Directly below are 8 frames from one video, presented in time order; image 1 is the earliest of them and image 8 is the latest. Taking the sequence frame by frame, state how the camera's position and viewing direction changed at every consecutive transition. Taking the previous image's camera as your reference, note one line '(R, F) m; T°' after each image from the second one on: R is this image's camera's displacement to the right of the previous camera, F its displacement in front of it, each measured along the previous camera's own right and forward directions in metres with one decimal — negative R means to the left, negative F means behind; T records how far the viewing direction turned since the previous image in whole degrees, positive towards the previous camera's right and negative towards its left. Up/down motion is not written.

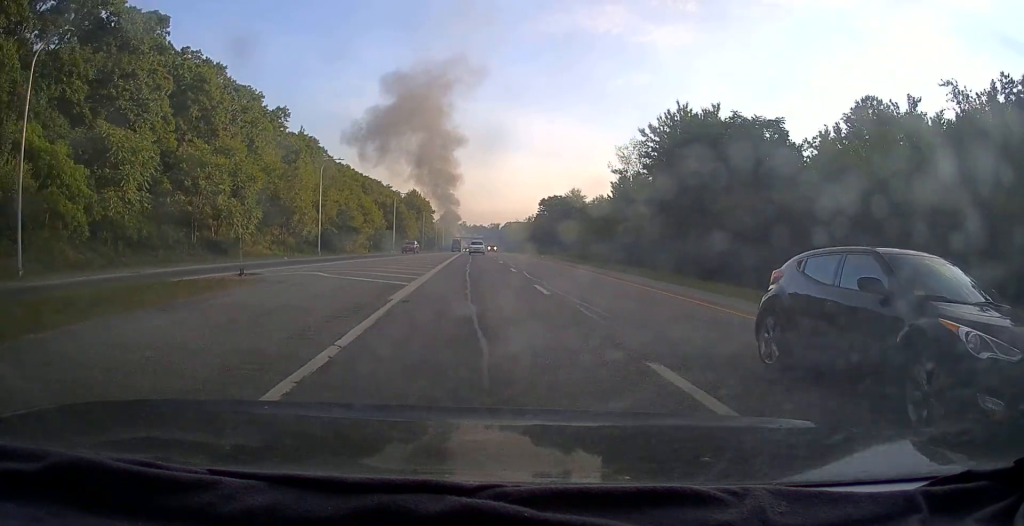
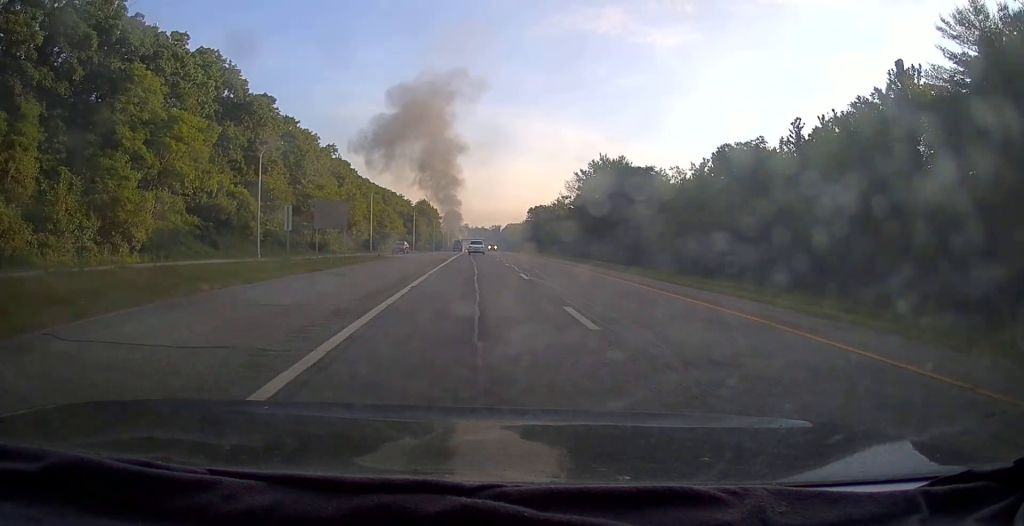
(0.0, +29.9) m; 0°
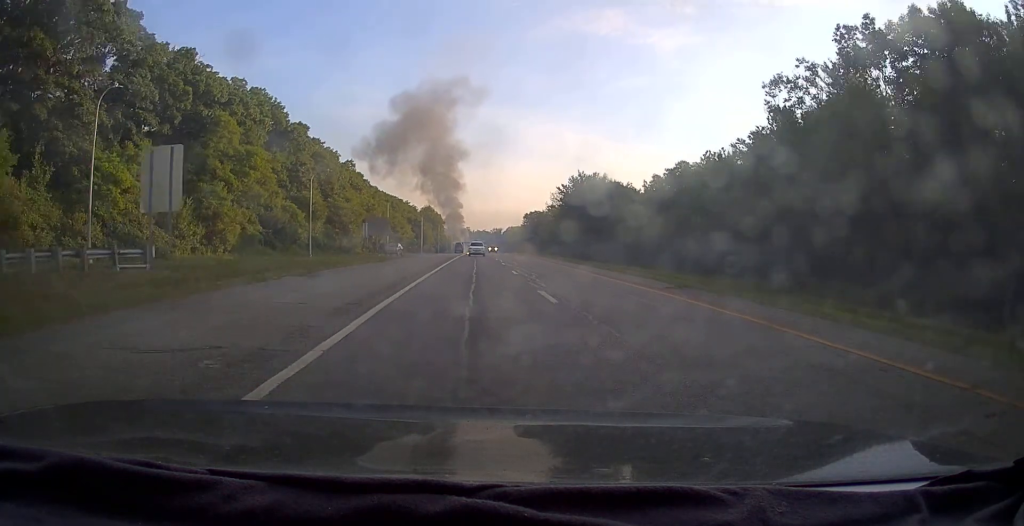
(0.0, +16.4) m; 0°
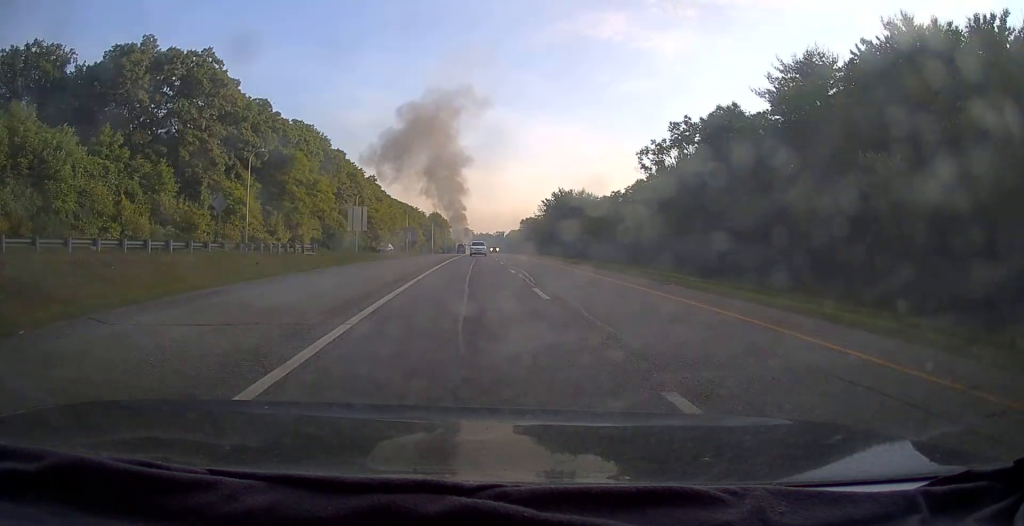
(-0.1, +24.9) m; -1°
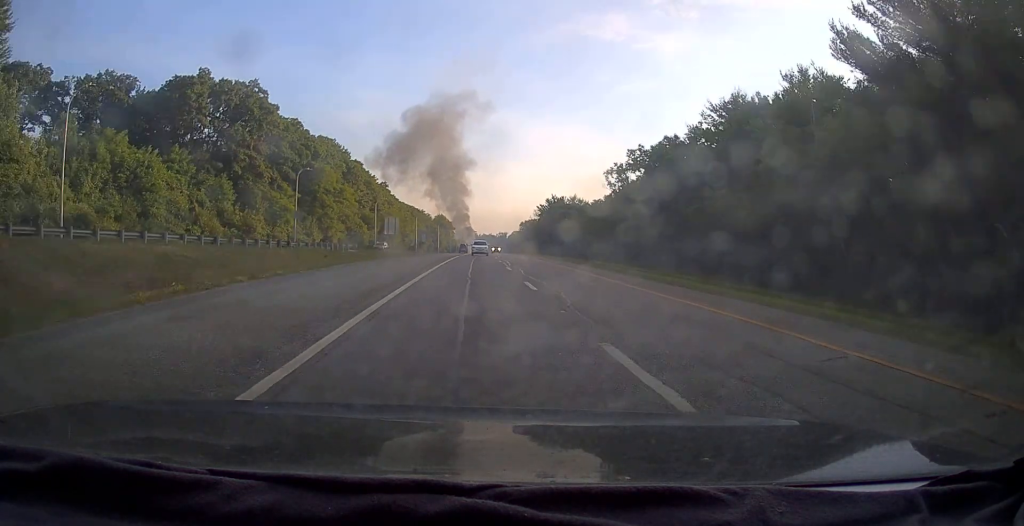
(-0.1, +14.8) m; 0°
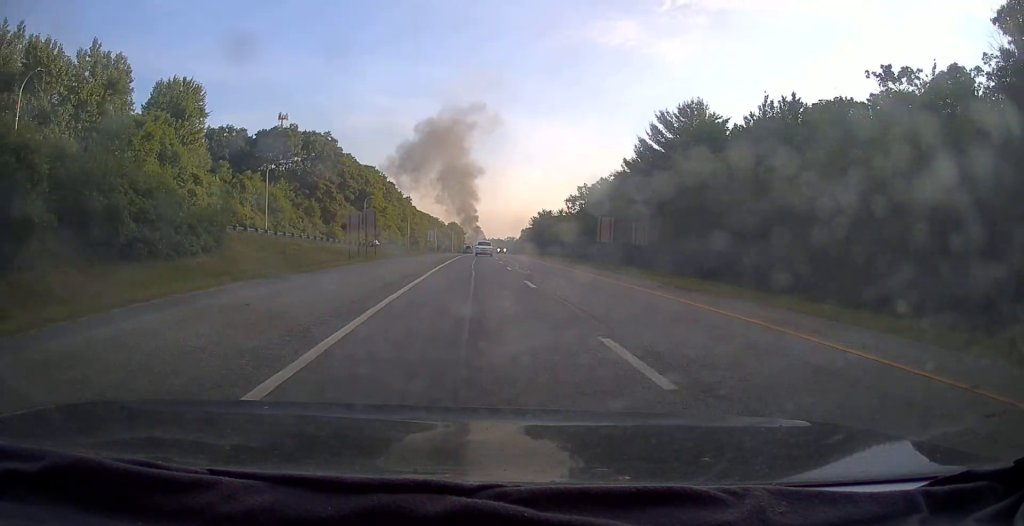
(+0.2, +37.4) m; 0°
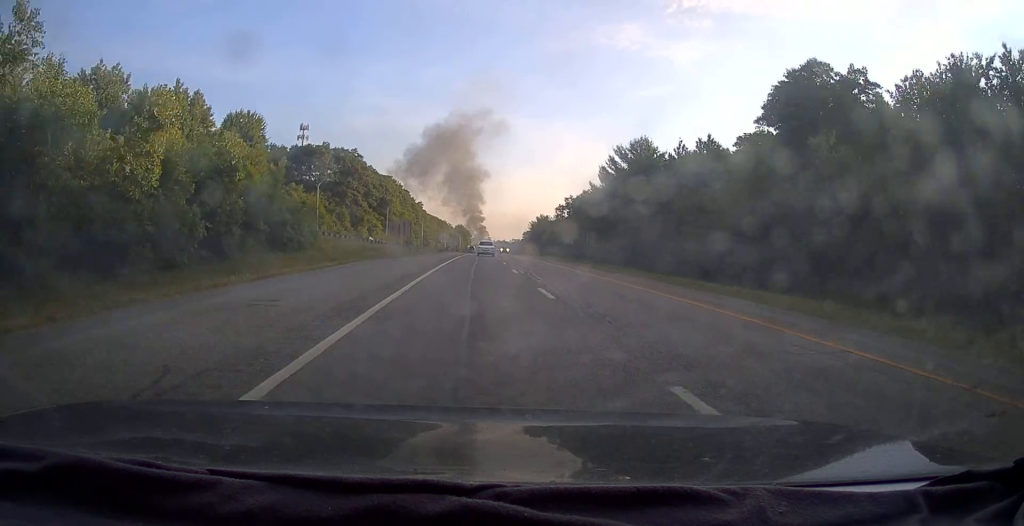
(-0.3, +20.9) m; -1°
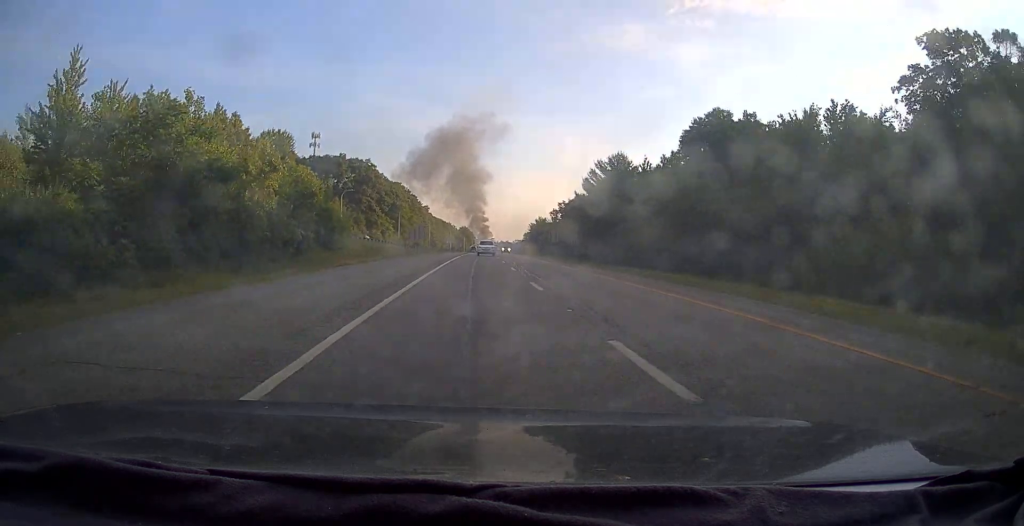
(-0.1, +14.3) m; -1°
